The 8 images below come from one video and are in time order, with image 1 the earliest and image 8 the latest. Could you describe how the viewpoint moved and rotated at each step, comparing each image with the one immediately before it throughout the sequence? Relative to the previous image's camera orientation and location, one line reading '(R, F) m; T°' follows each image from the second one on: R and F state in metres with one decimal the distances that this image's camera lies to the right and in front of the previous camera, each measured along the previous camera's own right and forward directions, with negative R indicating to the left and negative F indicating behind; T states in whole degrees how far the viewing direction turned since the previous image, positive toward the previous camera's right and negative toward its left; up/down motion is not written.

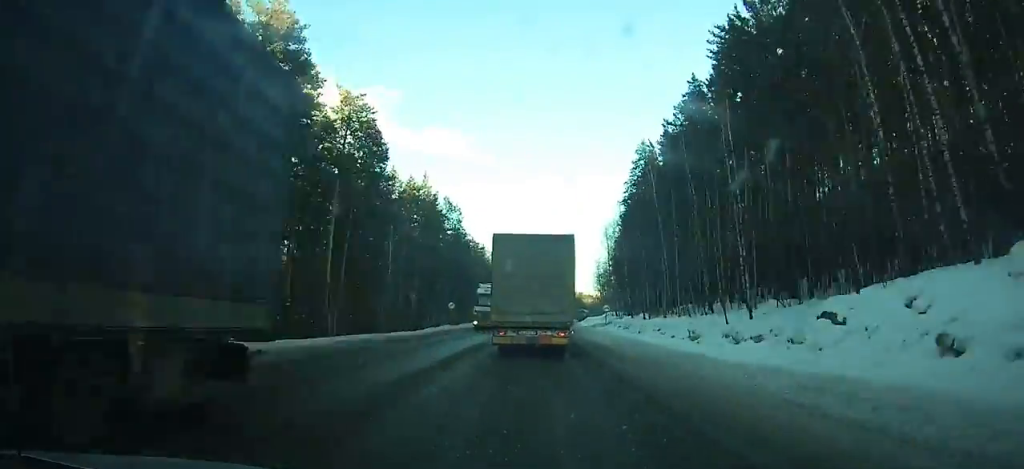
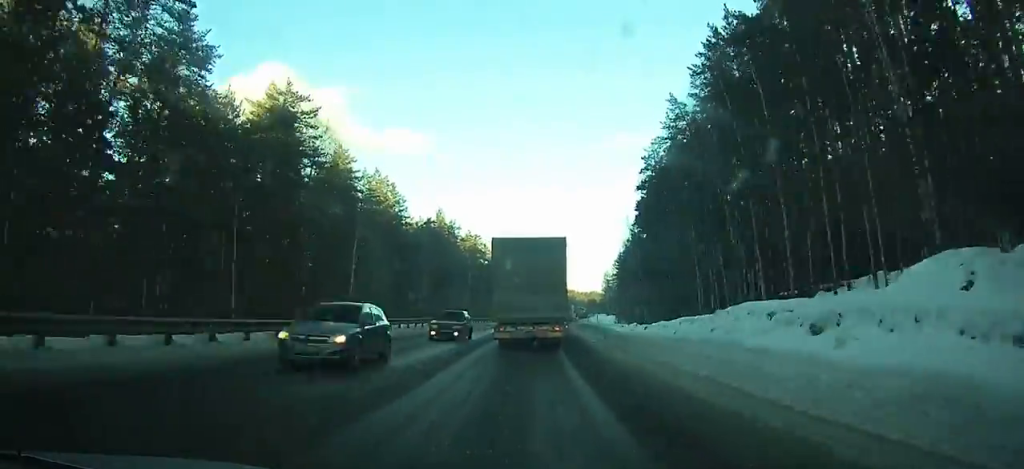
(+4.3, +91.9) m; +5°
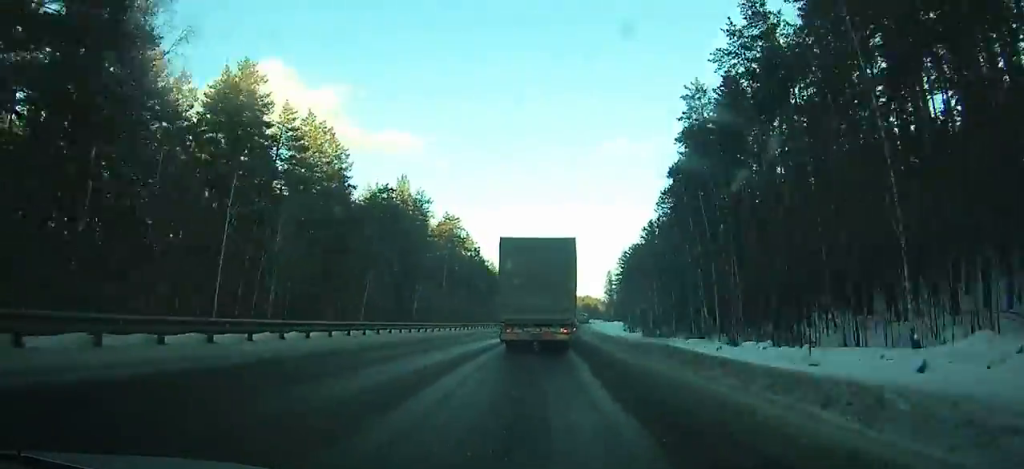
(+0.2, +26.5) m; +2°
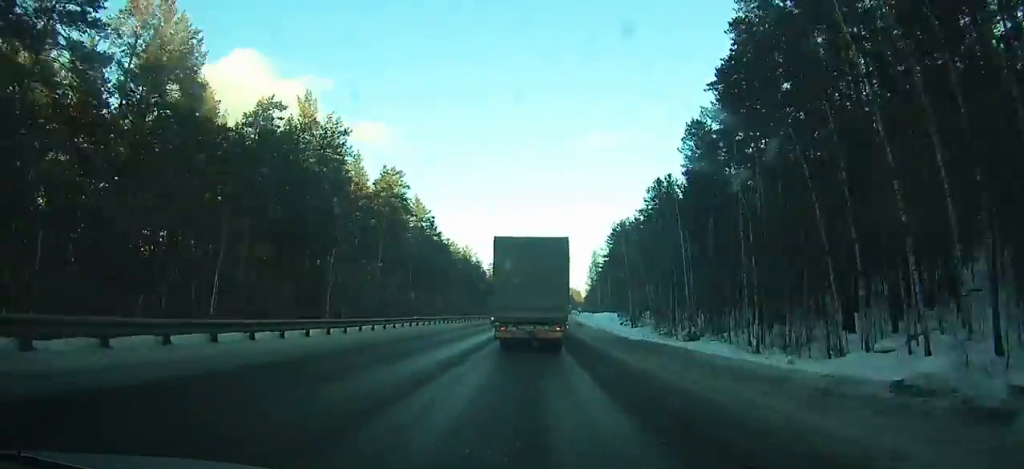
(+0.6, +27.1) m; +1°
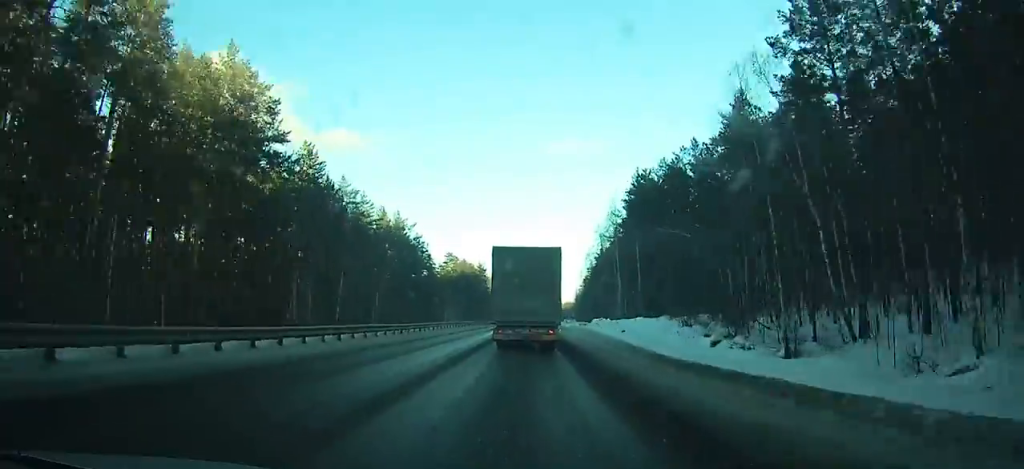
(+1.3, +55.5) m; +2°
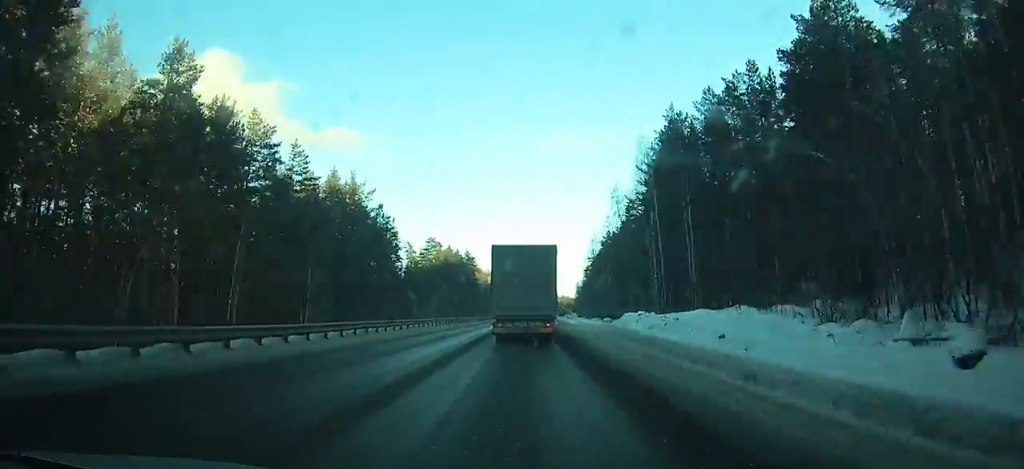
(+0.1, +23.2) m; +1°
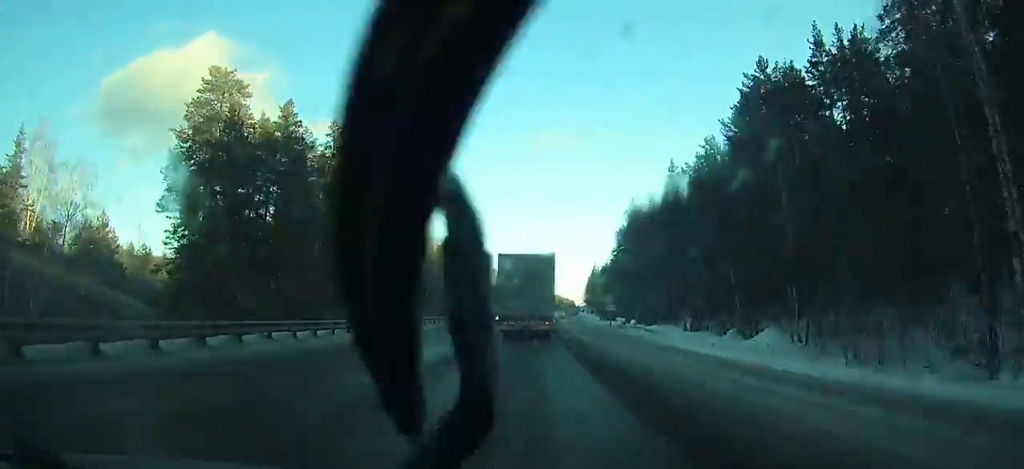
(+1.9, +97.7) m; +3°
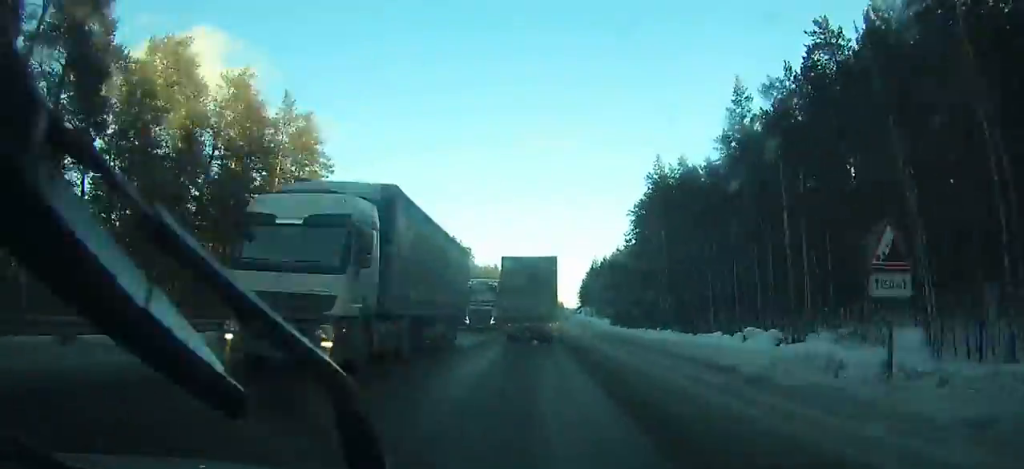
(+0.6, +32.2) m; +1°
